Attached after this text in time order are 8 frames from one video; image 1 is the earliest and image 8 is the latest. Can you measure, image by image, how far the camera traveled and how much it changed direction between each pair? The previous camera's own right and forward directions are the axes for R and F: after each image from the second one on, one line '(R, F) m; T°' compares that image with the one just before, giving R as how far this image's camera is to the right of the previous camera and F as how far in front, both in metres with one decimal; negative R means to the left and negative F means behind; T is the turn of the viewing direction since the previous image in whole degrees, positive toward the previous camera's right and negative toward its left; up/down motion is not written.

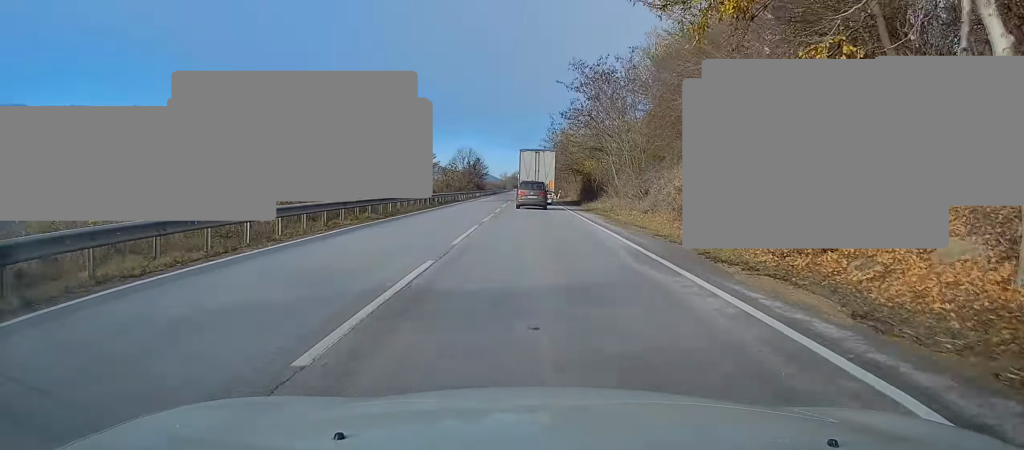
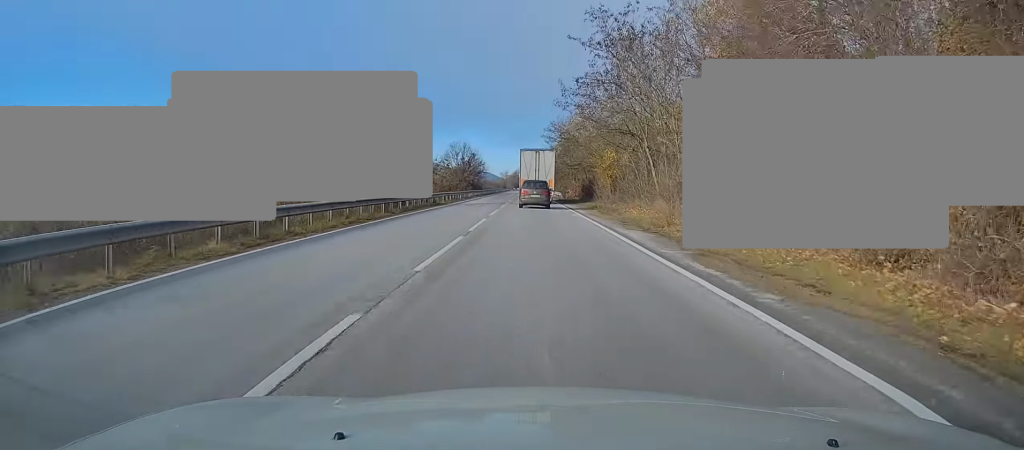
(0.0, +13.4) m; 0°
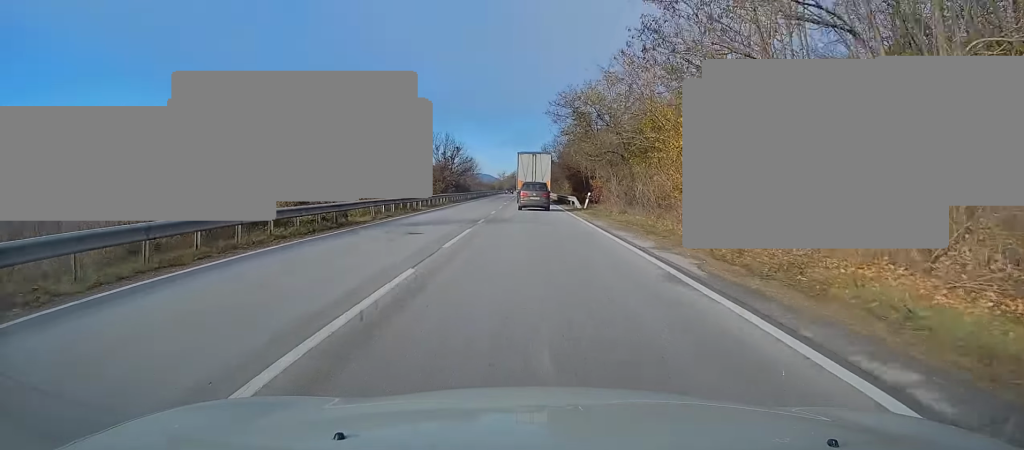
(0.0, +22.7) m; 0°
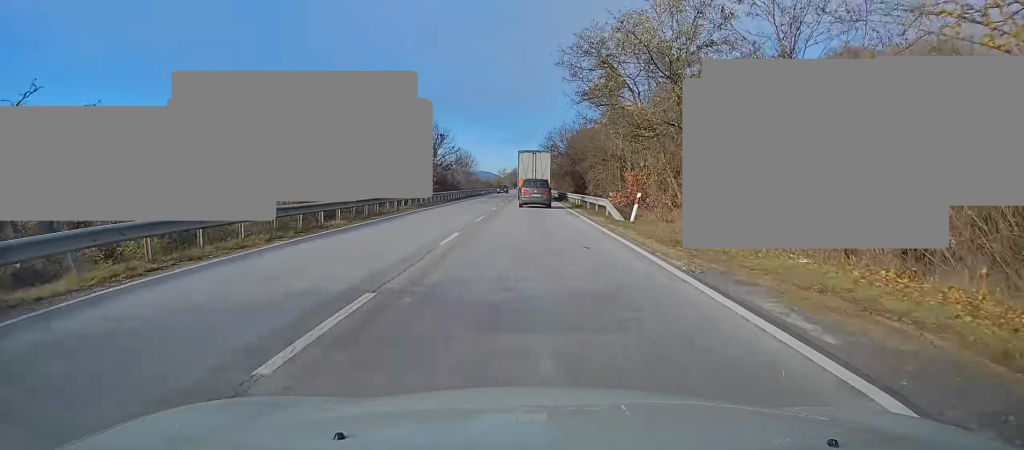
(0.0, +17.9) m; 0°
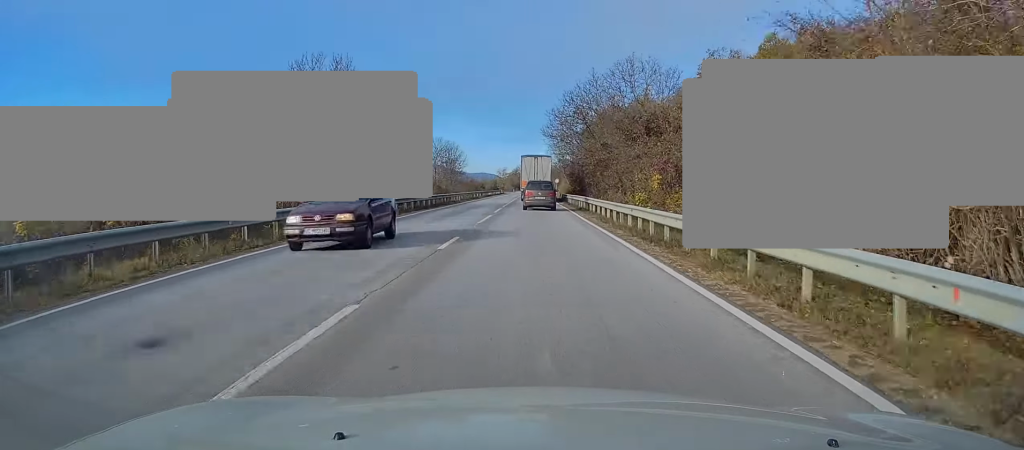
(-0.1, +36.4) m; 0°
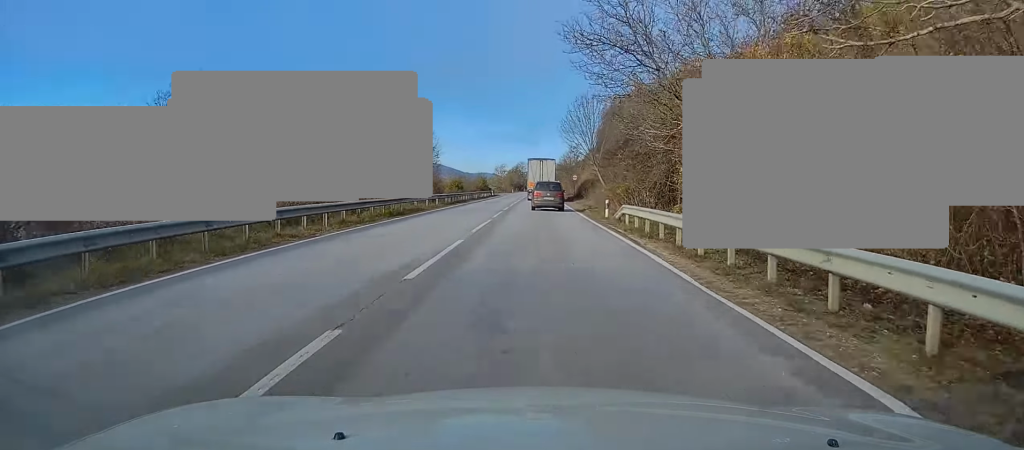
(-0.7, +40.5) m; -1°
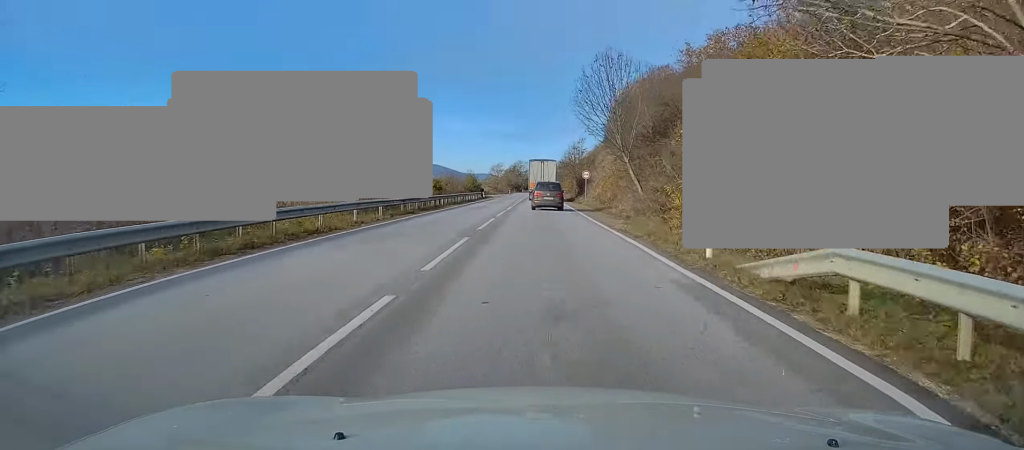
(+0.1, +16.3) m; +1°
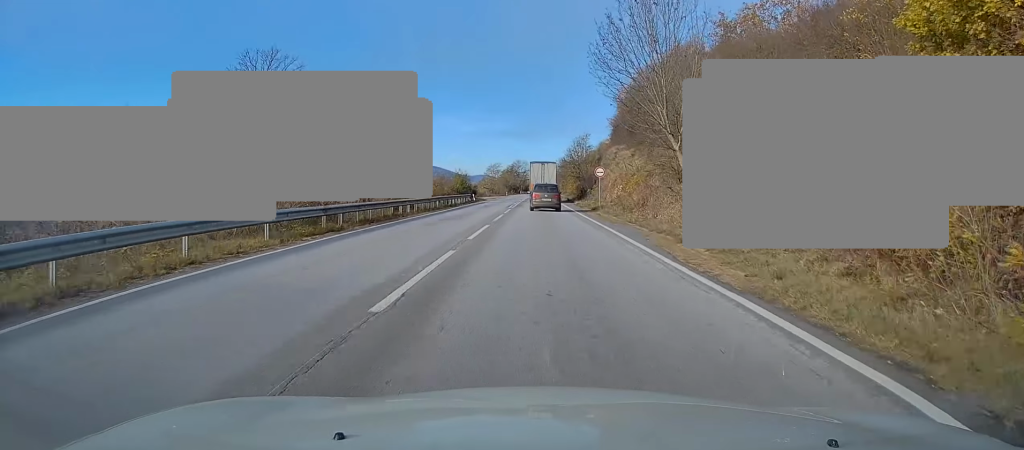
(+0.1, +12.0) m; +1°
